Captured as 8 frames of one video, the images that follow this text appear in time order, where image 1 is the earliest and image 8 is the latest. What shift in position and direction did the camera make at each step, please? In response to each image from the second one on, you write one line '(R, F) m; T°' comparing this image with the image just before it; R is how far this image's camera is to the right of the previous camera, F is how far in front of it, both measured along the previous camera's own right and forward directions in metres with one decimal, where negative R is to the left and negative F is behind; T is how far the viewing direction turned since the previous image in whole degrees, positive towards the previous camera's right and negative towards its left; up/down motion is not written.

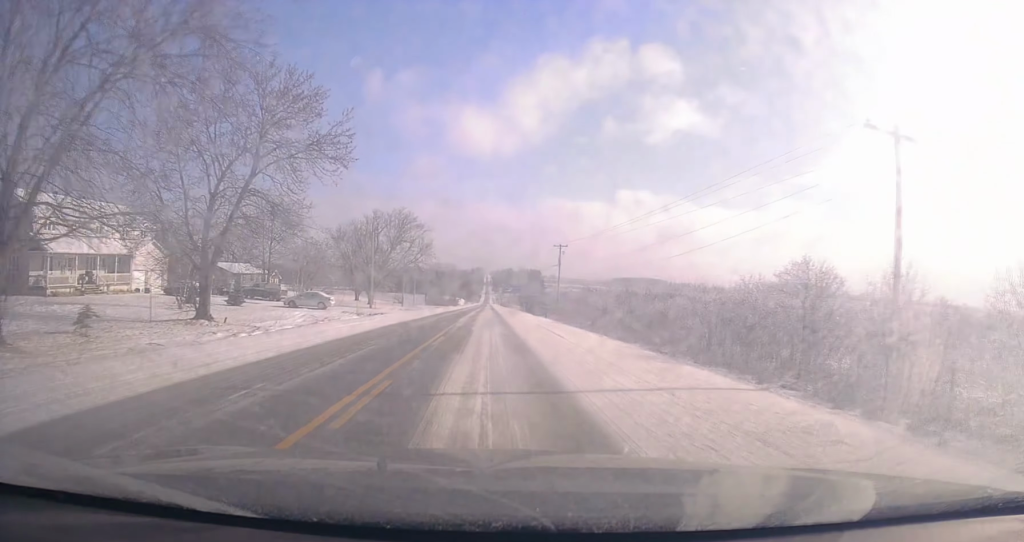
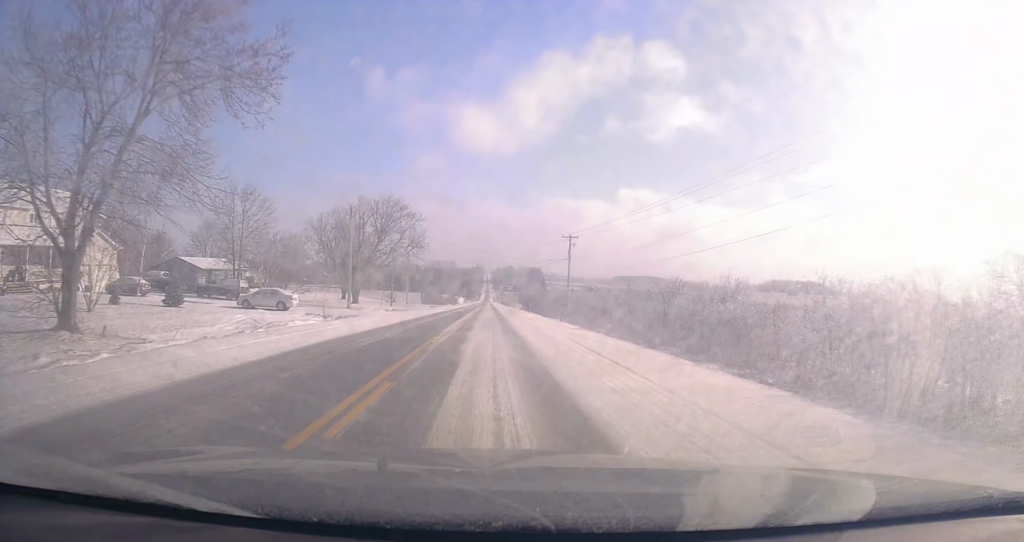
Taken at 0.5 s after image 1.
(0.0, +10.7) m; 0°
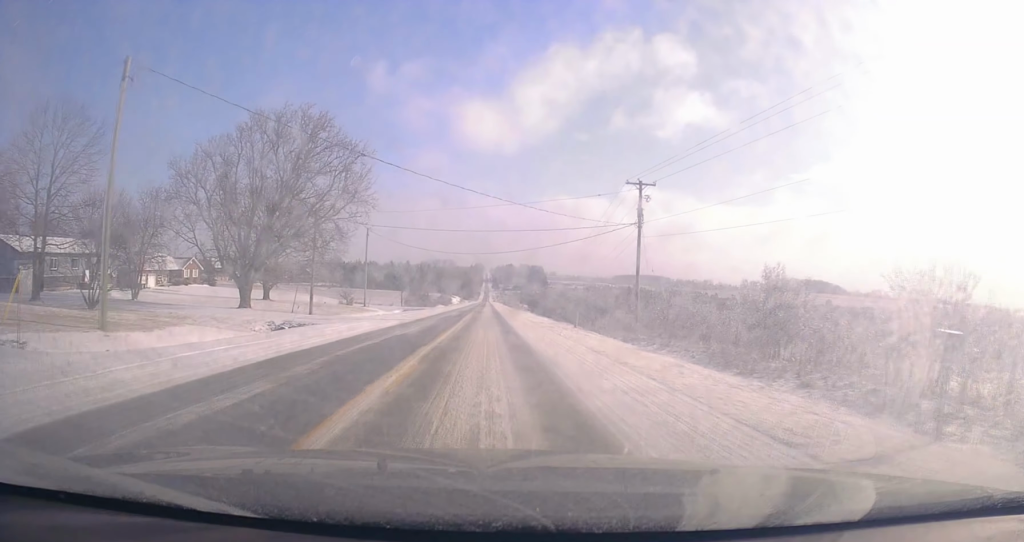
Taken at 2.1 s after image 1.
(-0.2, +35.5) m; 0°
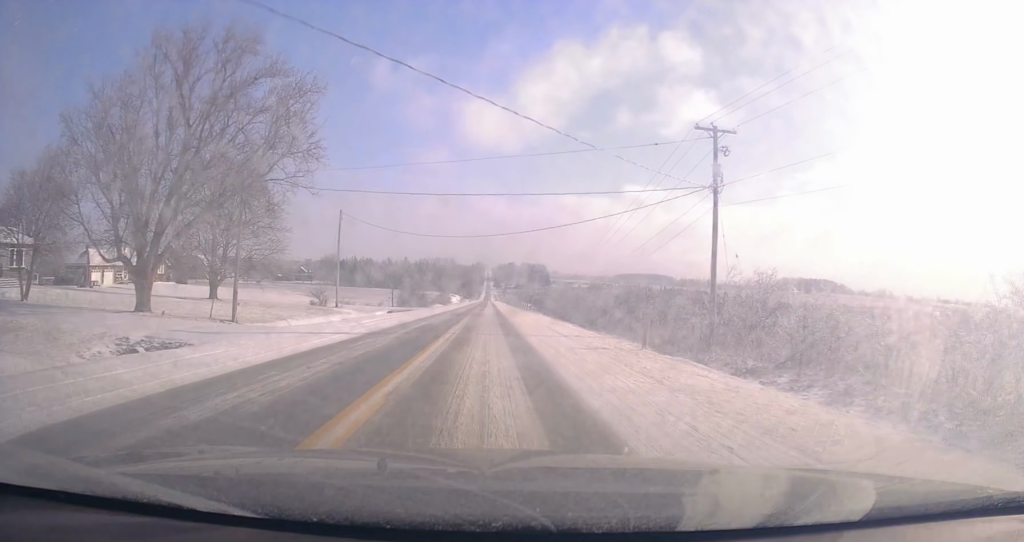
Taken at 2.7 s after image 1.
(0.0, +14.0) m; 0°
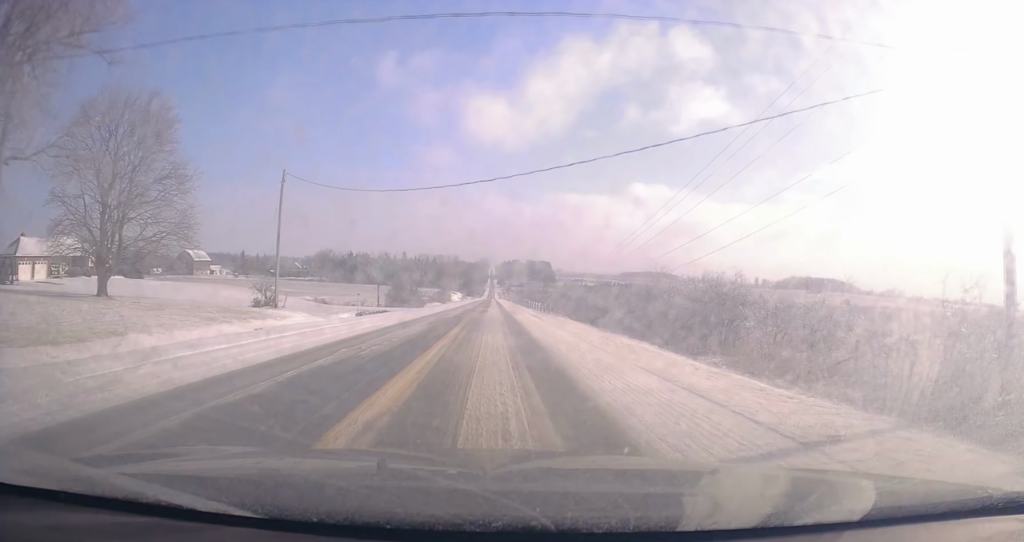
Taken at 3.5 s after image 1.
(0.0, +17.5) m; 0°
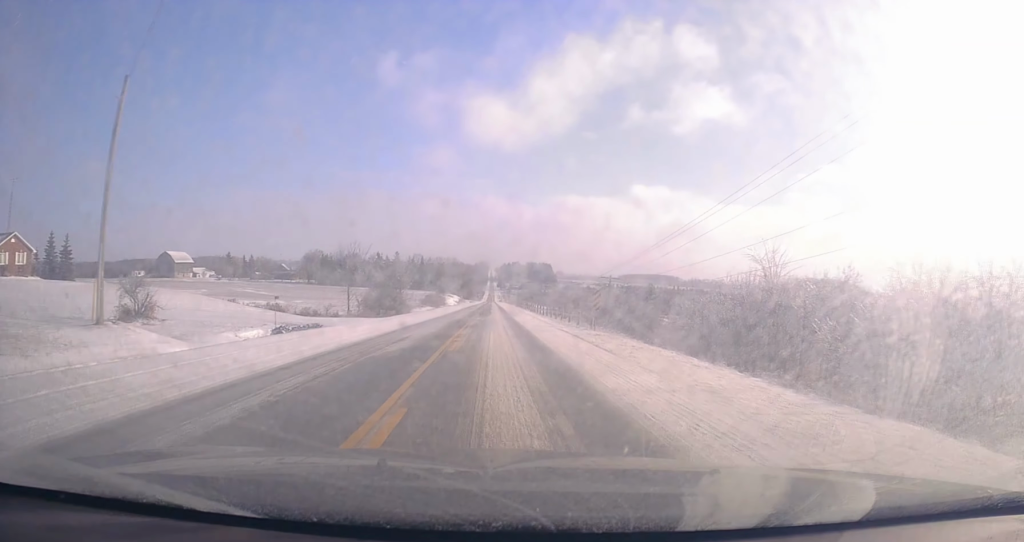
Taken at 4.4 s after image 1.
(0.0, +19.1) m; 0°
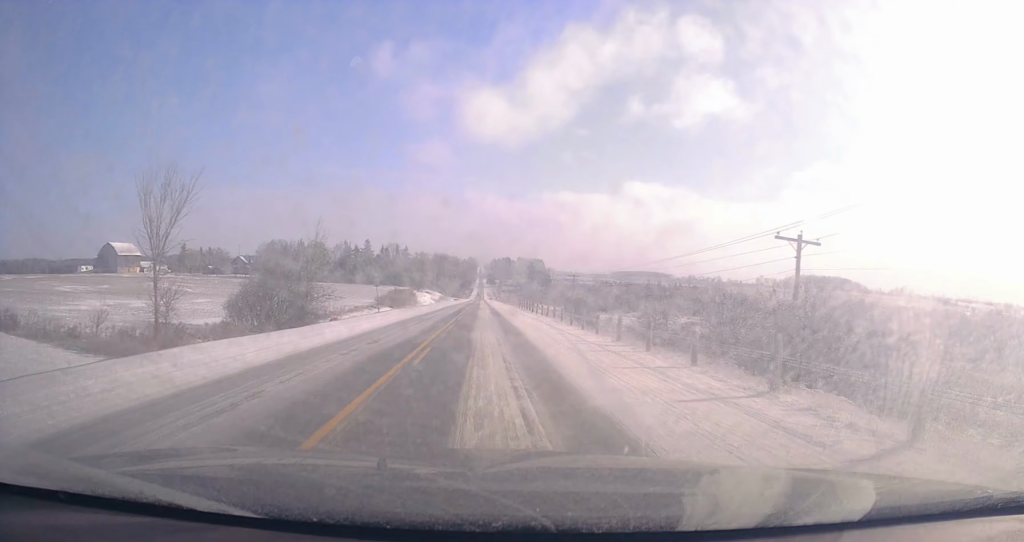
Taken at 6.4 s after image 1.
(-0.2, +42.6) m; -2°
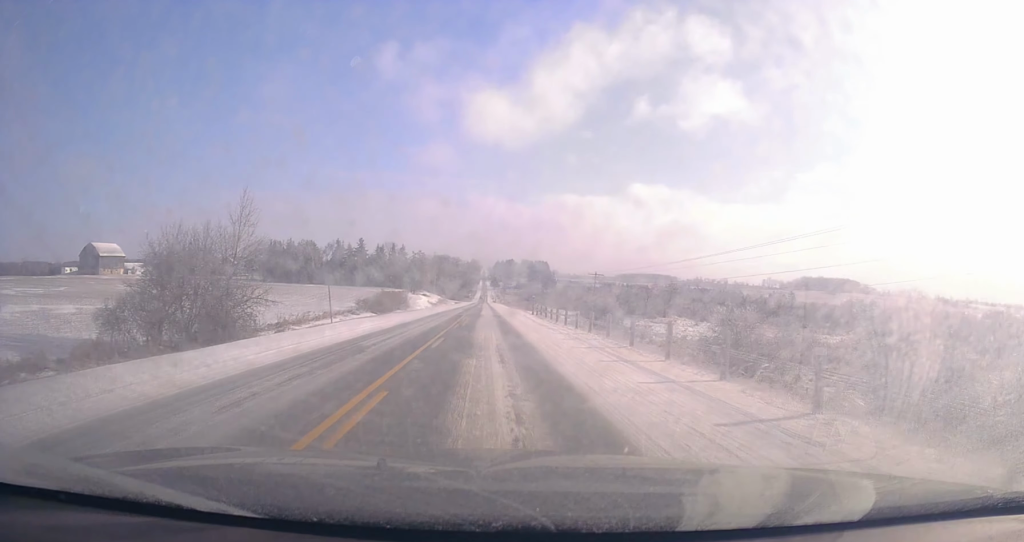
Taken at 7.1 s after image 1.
(-0.2, +15.4) m; +1°
